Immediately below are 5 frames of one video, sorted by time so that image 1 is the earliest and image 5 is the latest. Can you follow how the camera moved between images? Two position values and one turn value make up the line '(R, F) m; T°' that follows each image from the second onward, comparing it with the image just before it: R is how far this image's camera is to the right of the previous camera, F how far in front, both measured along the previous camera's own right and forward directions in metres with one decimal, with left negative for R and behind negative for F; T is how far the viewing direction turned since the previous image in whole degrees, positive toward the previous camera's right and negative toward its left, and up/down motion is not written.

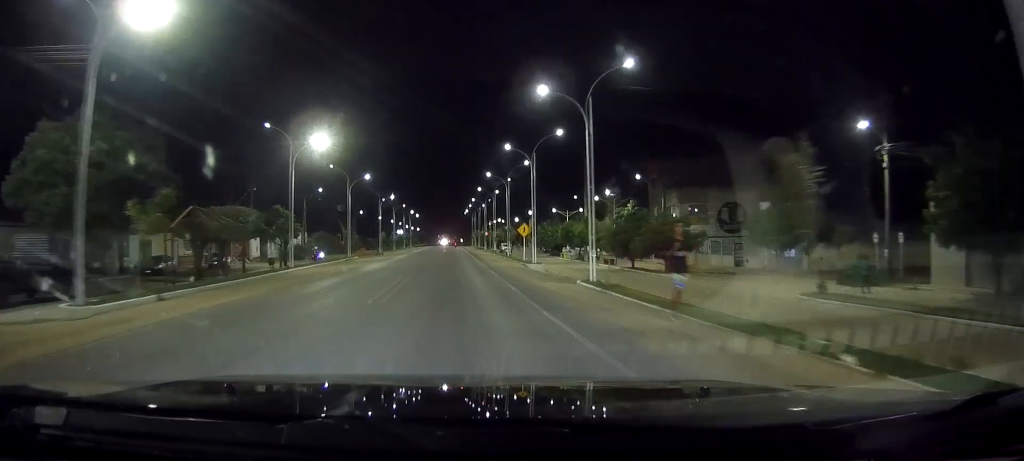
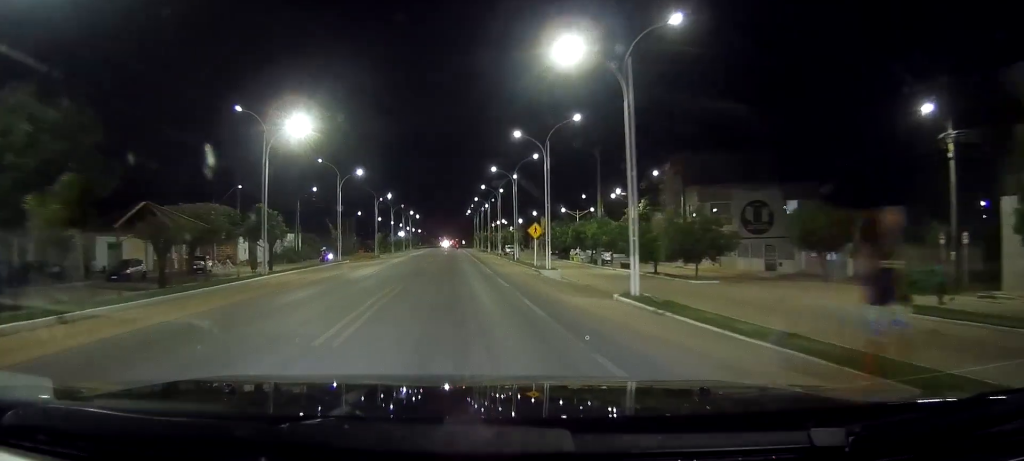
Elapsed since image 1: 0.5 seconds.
(0.0, +5.4) m; +1°
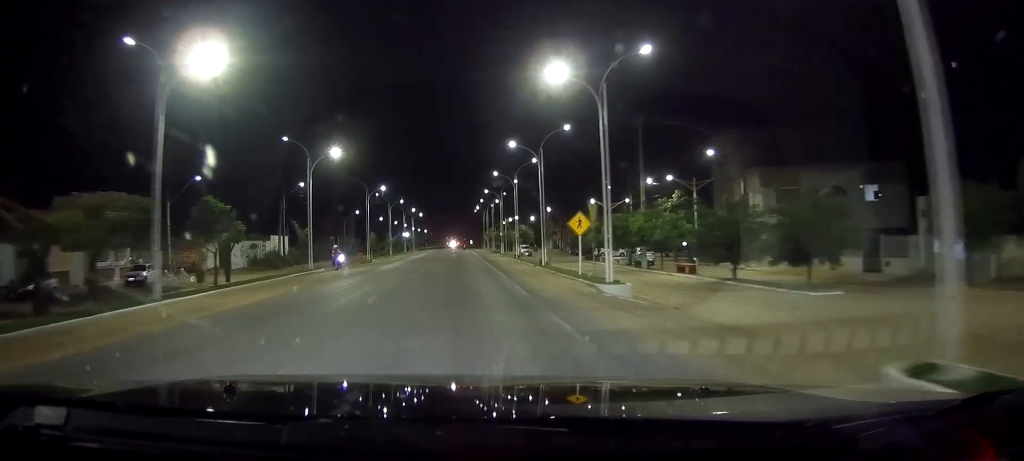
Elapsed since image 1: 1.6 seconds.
(+0.2, +12.3) m; +1°
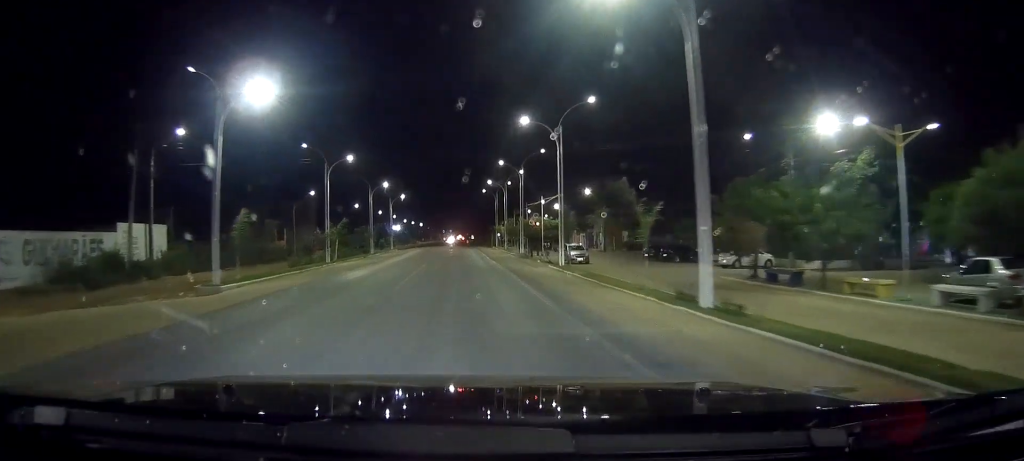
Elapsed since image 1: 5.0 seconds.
(-0.9, +41.9) m; -1°
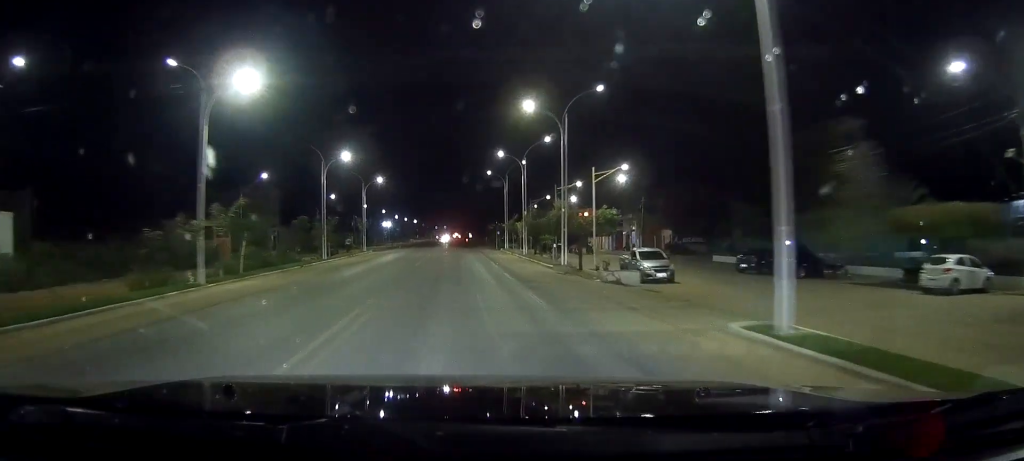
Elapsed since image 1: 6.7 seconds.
(+0.6, +22.0) m; +2°
